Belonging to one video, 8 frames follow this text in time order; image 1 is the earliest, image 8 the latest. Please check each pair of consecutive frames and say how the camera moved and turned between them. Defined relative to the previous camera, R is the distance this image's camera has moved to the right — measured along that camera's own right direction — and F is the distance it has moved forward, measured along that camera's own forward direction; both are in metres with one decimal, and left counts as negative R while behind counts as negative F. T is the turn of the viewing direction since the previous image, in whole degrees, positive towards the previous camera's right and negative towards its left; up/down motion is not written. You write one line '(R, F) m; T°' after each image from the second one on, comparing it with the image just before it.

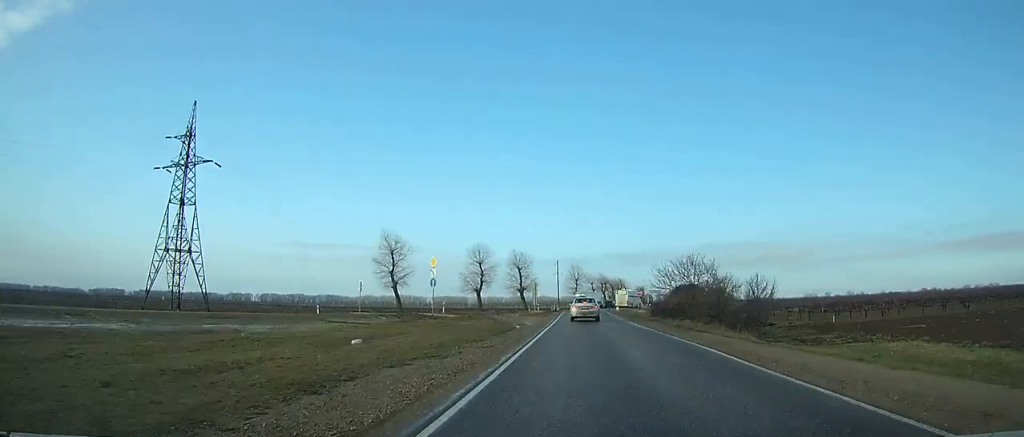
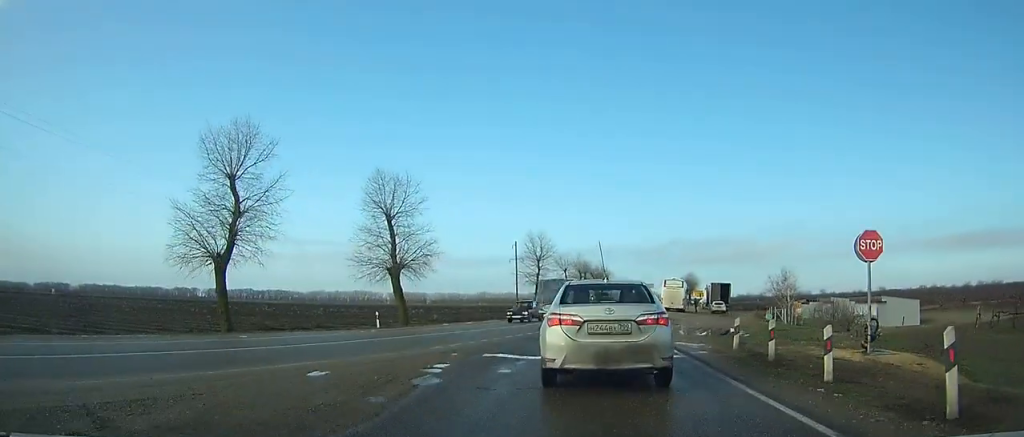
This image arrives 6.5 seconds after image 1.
(-0.5, +50.8) m; -3°
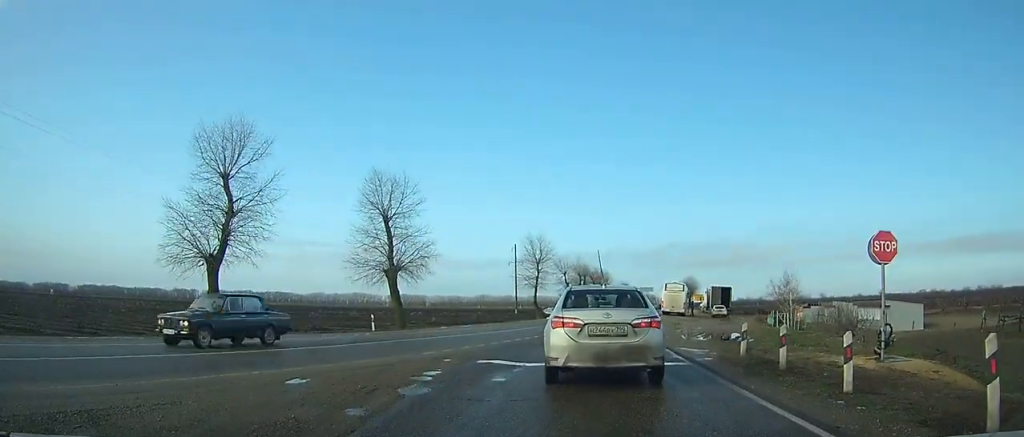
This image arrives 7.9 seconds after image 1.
(-0.3, +4.2) m; 0°
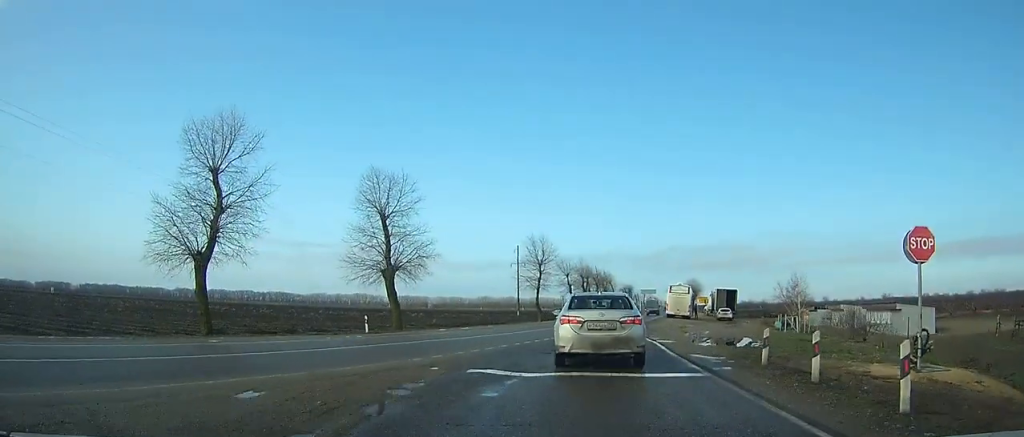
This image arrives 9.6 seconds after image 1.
(-0.2, +5.1) m; 0°
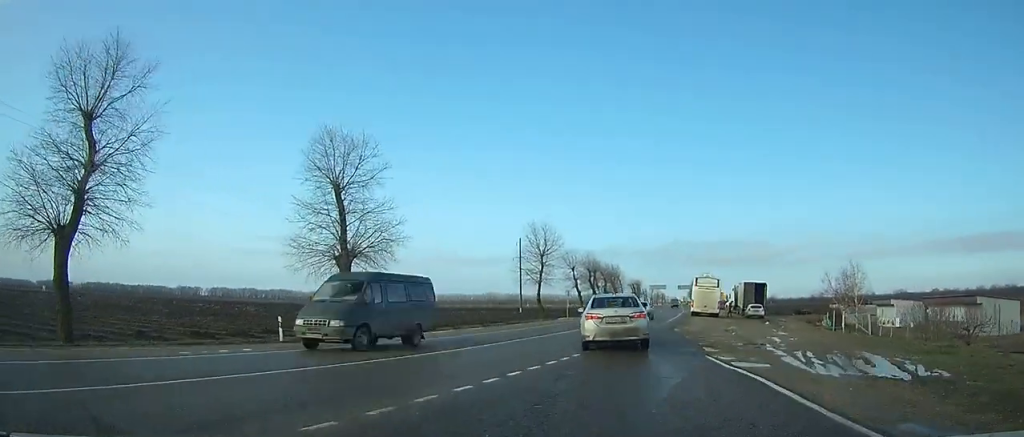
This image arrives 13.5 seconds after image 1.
(+1.3, +13.2) m; +9°
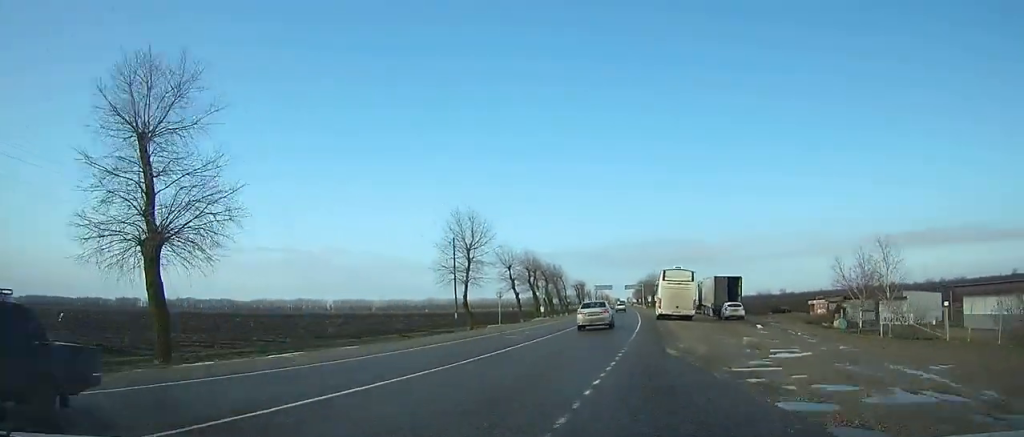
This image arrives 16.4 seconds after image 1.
(+0.8, +17.2) m; +4°
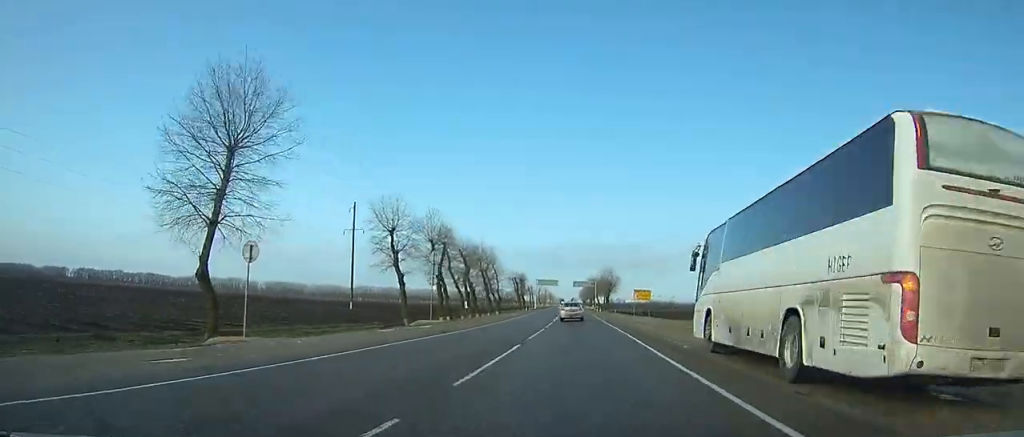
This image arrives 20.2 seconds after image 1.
(+1.3, +37.4) m; +3°
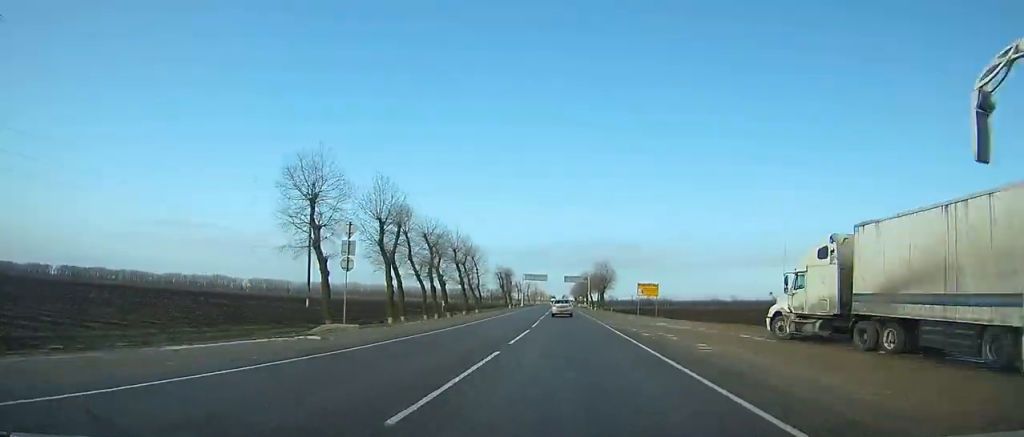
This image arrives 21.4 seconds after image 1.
(+0.1, +14.3) m; +1°
